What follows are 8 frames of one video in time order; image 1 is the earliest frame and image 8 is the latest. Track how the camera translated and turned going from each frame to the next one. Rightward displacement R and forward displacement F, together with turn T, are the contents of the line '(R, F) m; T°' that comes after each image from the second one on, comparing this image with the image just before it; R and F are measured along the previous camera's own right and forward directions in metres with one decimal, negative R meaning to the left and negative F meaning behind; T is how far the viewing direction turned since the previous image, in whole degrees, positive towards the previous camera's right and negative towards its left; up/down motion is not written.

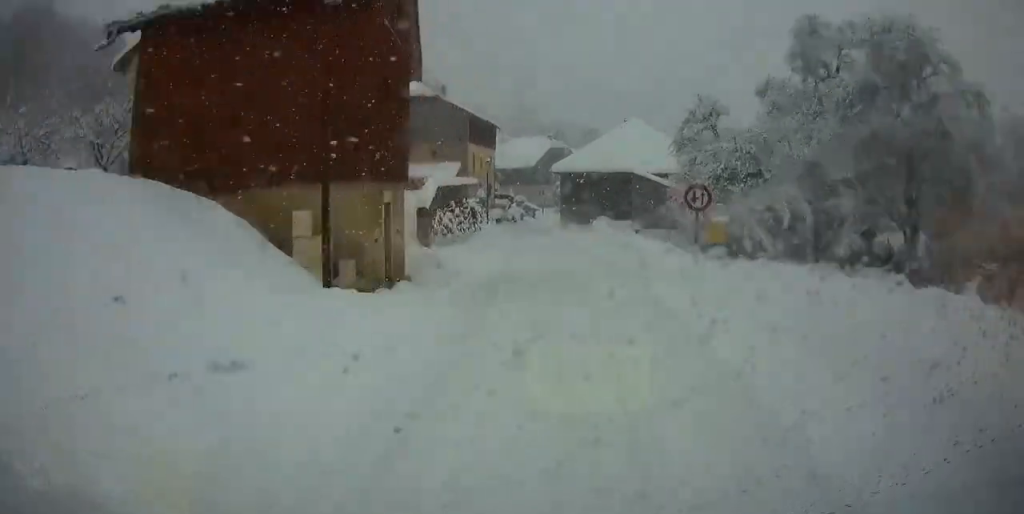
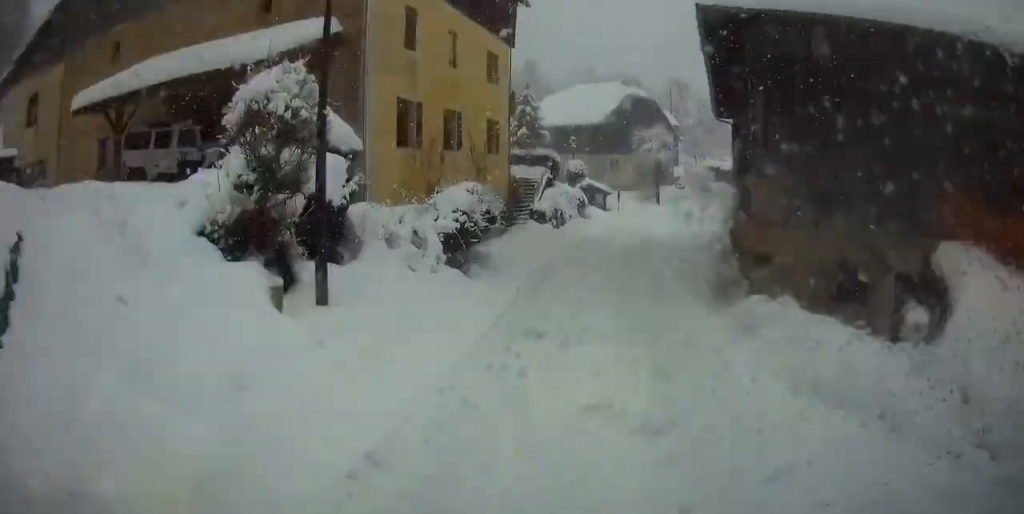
(-0.2, +47.0) m; +5°
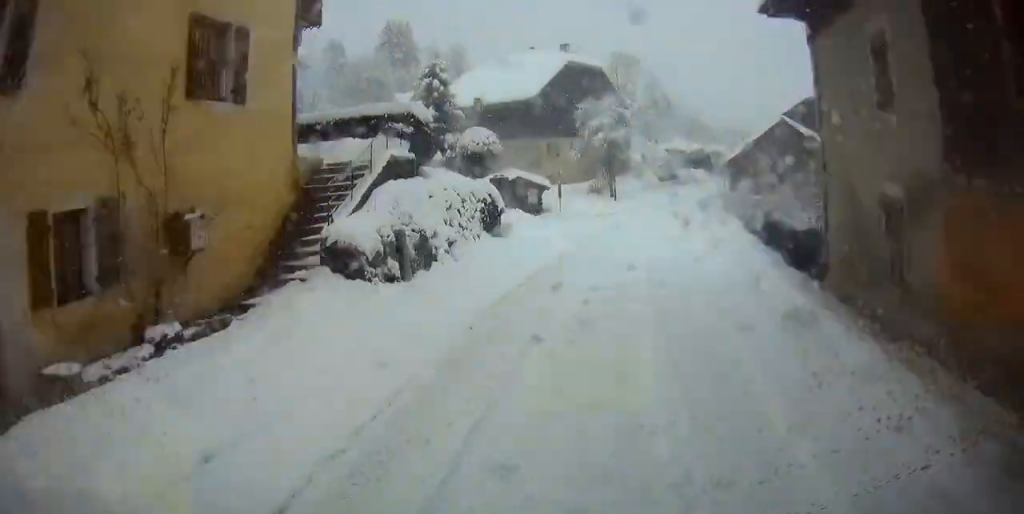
(0.0, +18.8) m; +5°
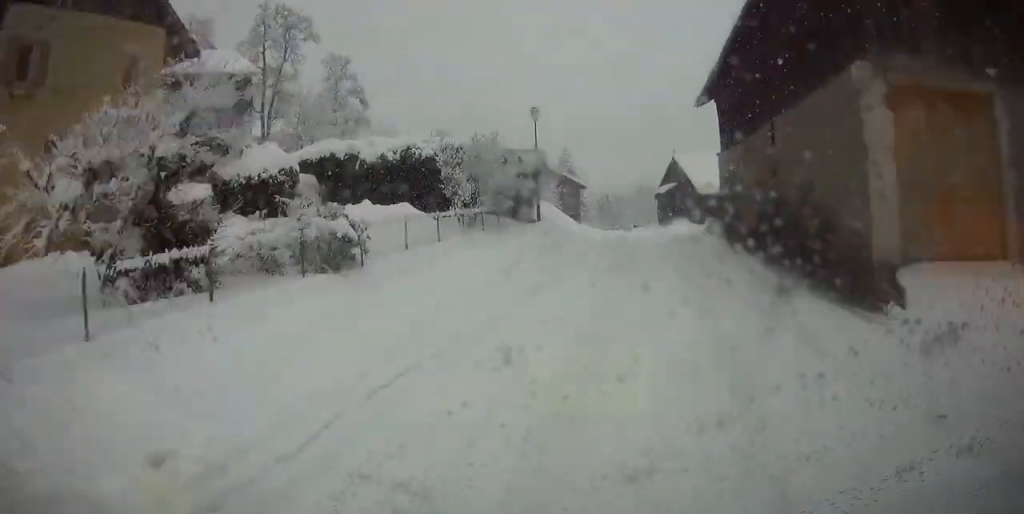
(+9.6, +52.2) m; +16°
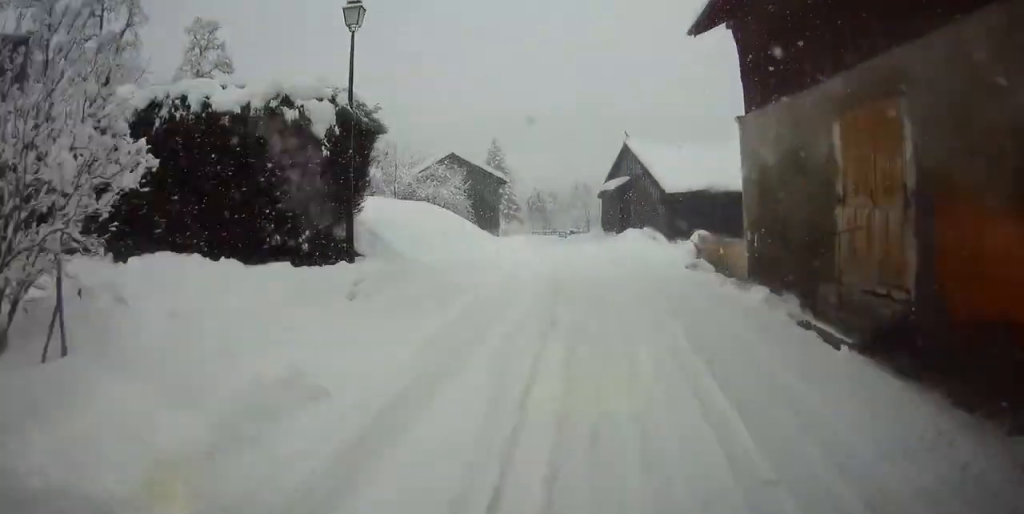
(+1.3, +16.0) m; +3°
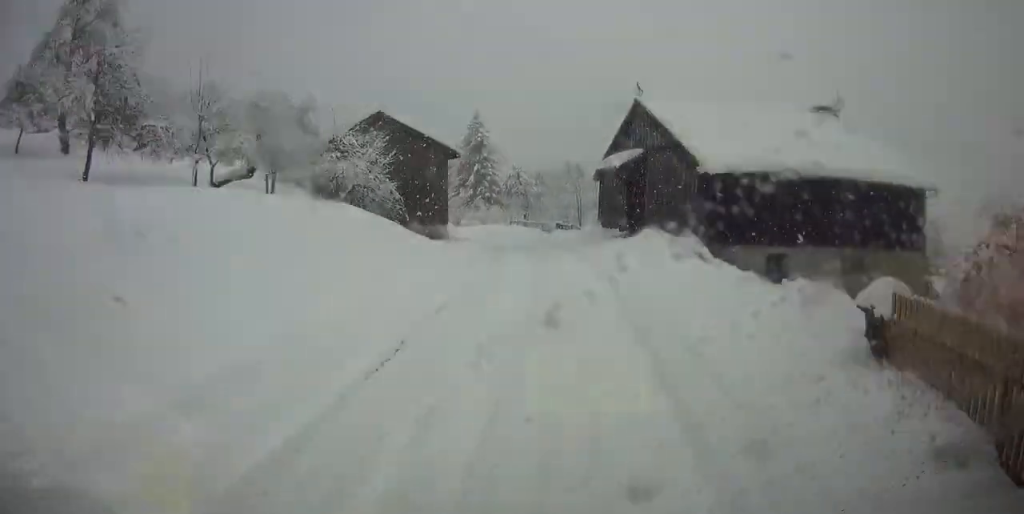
(-0.5, +16.3) m; -3°
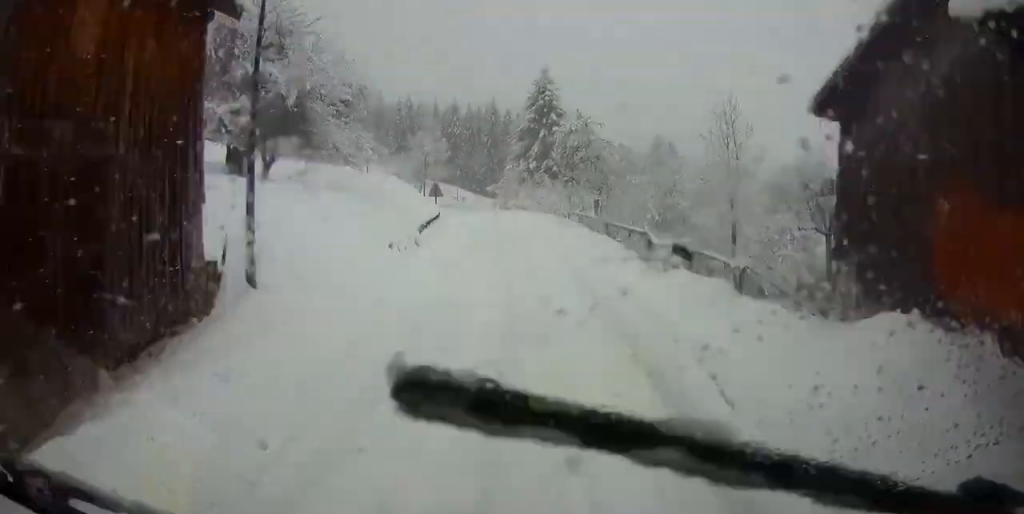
(-1.0, +29.4) m; -5°
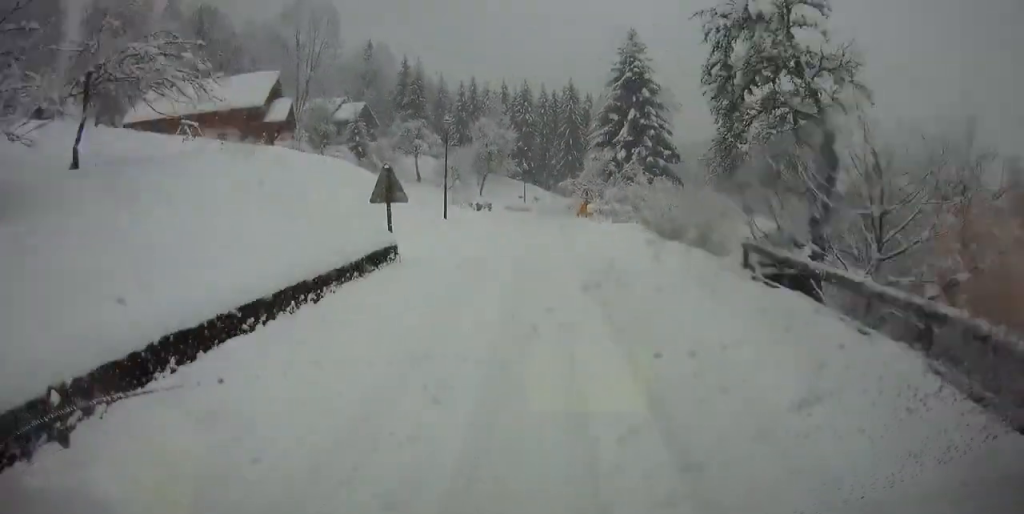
(-1.4, +22.1) m; -4°
